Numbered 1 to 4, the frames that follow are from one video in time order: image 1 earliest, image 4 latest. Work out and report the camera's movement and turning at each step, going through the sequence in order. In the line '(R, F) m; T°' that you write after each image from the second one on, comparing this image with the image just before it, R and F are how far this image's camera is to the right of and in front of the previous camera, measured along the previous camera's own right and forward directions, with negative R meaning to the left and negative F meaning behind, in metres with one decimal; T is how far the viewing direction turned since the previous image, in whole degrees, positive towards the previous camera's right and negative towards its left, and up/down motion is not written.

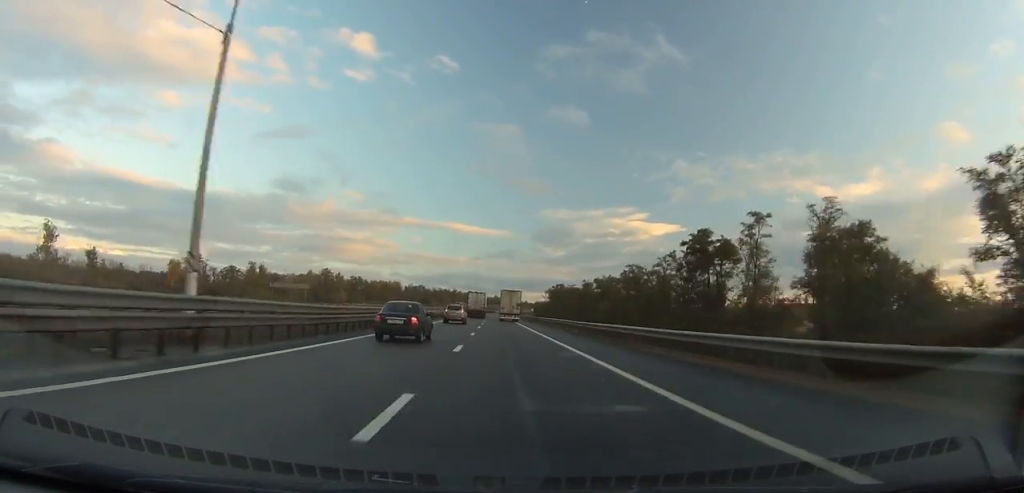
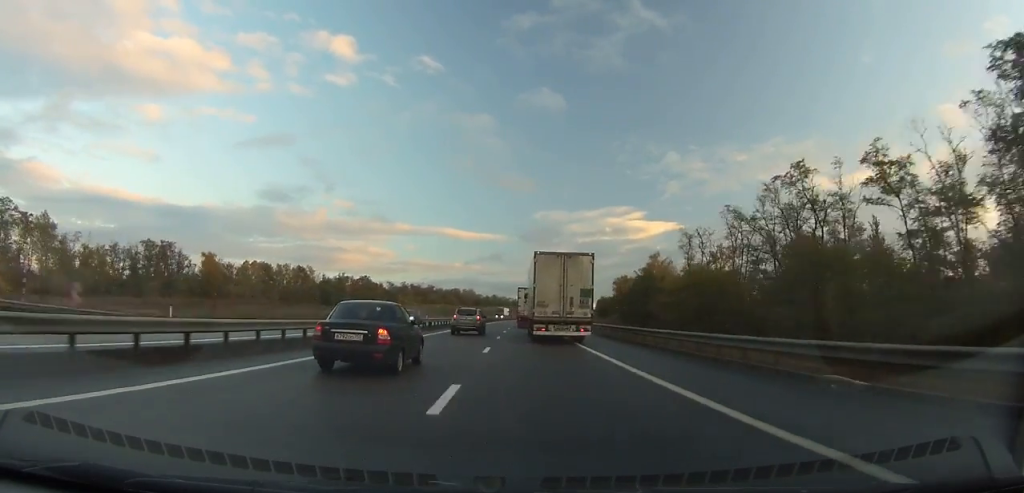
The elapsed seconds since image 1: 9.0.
(-3.6, +215.1) m; -1°
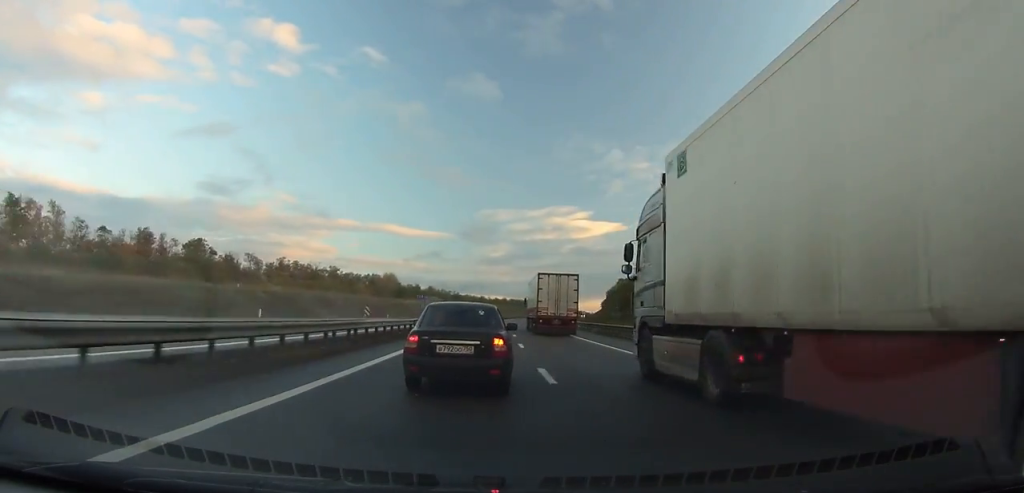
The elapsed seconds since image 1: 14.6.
(+2.5, +130.3) m; +4°
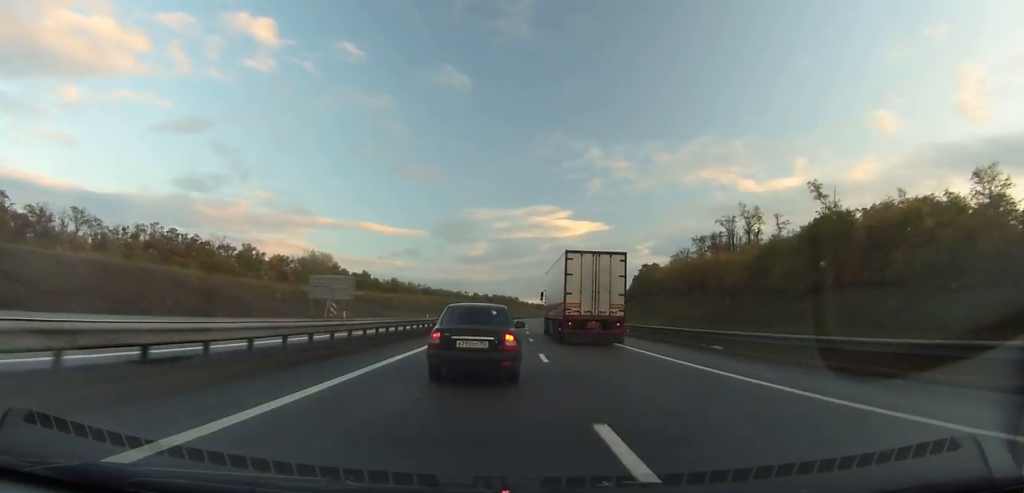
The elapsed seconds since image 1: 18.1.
(+2.3, +82.0) m; +3°
